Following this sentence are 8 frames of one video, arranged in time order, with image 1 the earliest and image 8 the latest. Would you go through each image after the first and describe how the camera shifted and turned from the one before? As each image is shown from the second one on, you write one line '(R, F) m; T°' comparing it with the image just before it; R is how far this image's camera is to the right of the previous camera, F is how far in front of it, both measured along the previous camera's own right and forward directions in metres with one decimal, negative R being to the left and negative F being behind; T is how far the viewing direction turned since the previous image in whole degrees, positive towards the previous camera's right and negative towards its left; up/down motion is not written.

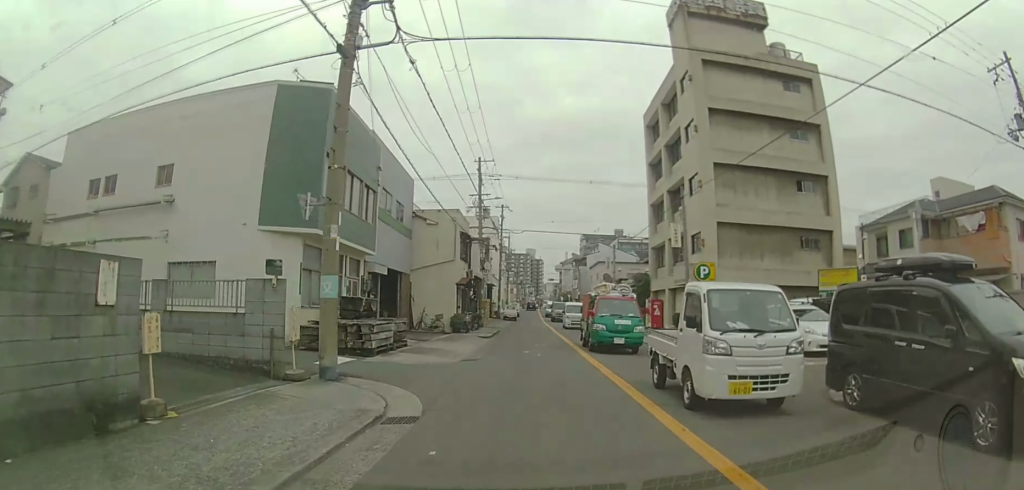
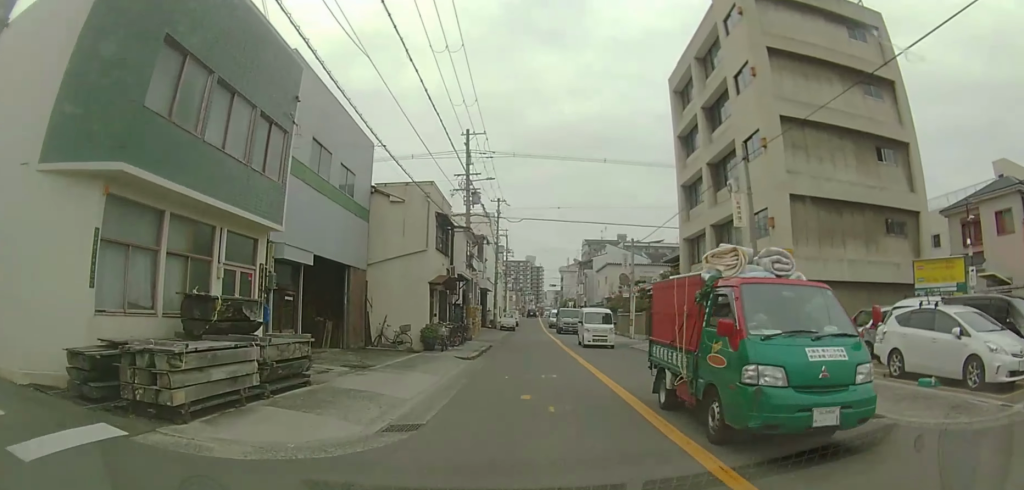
(-0.1, +7.6) m; 0°
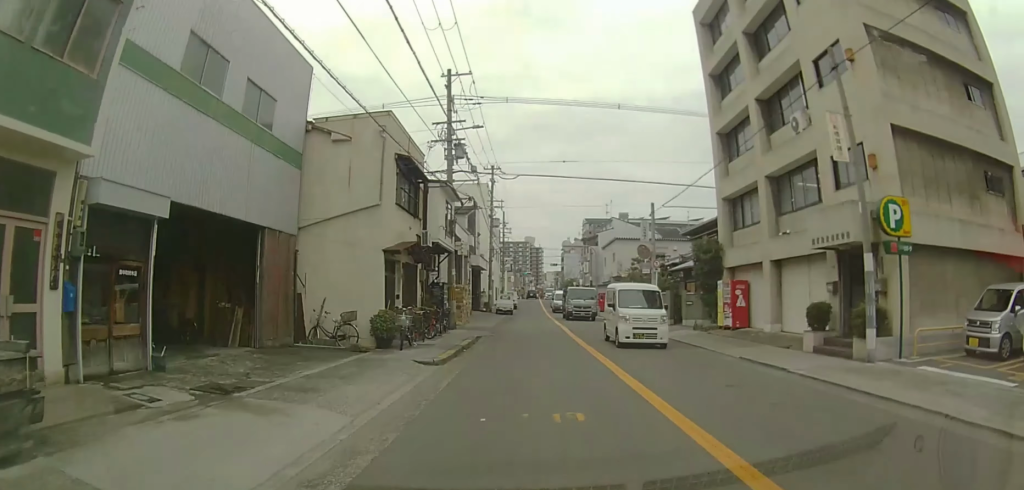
(0.0, +6.4) m; 0°
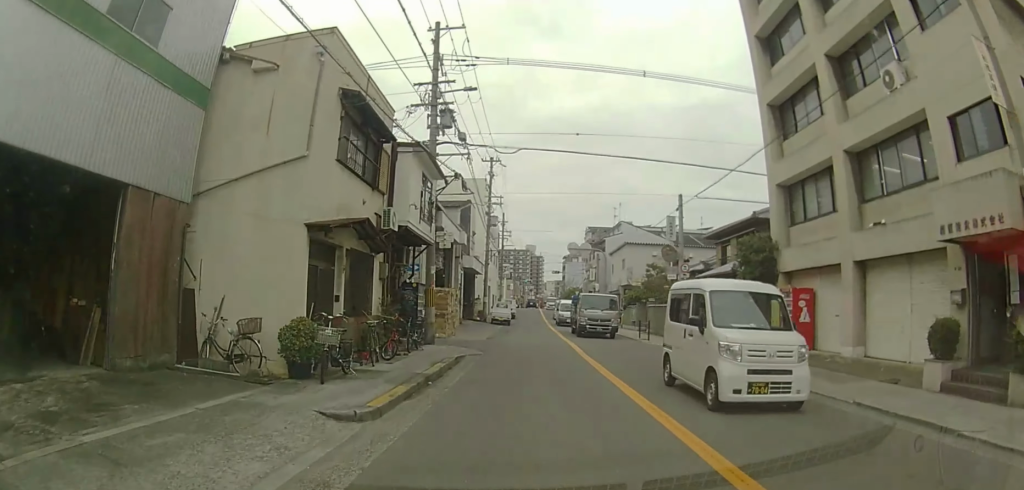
(0.0, +5.1) m; -1°
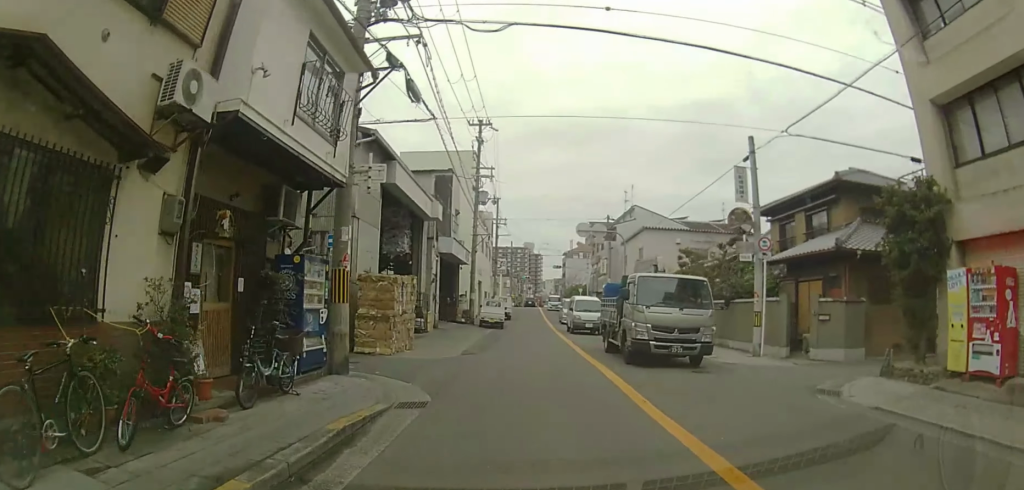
(0.0, +8.8) m; -2°
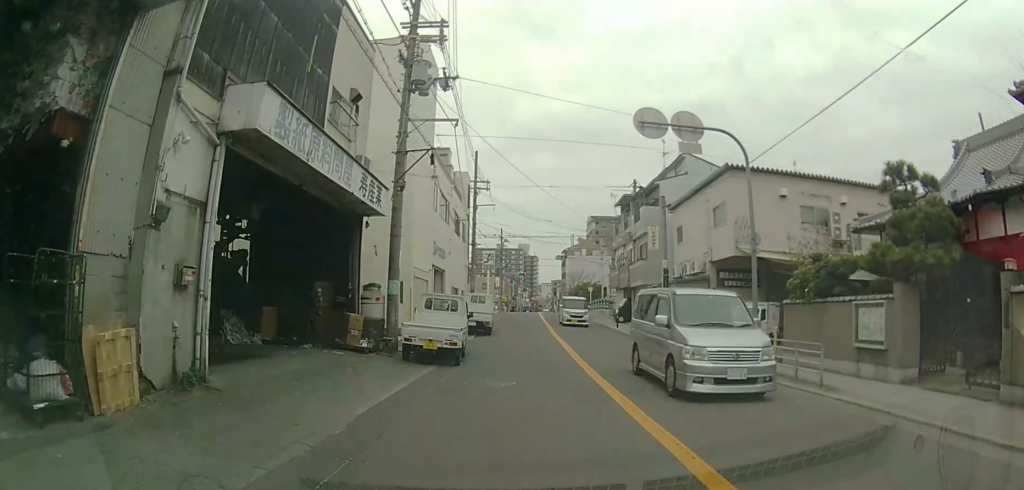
(-0.5, +18.9) m; -2°
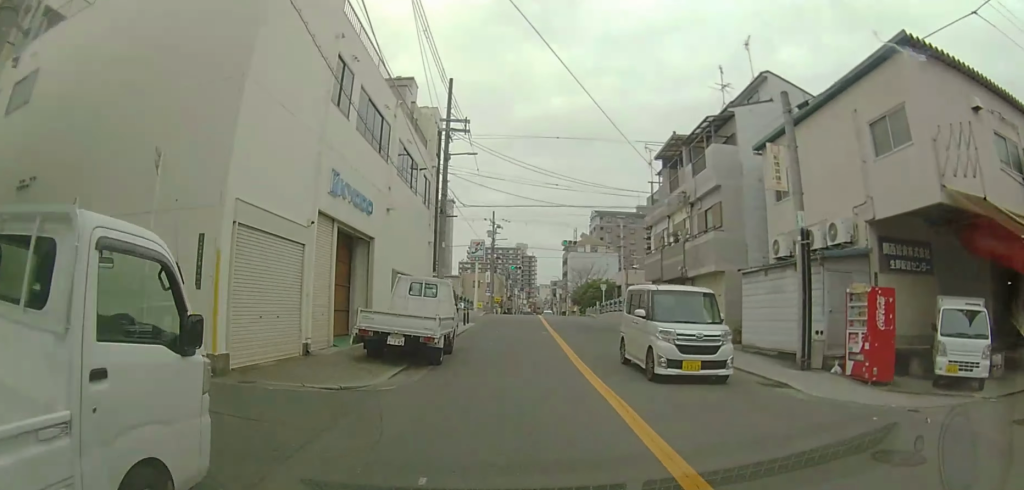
(0.0, +12.9) m; +1°
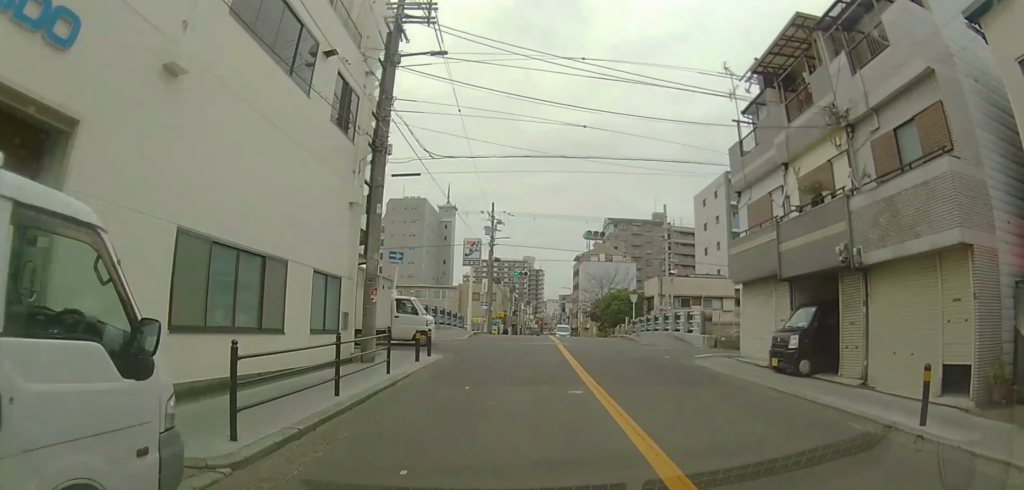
(+0.2, +11.9) m; +2°
